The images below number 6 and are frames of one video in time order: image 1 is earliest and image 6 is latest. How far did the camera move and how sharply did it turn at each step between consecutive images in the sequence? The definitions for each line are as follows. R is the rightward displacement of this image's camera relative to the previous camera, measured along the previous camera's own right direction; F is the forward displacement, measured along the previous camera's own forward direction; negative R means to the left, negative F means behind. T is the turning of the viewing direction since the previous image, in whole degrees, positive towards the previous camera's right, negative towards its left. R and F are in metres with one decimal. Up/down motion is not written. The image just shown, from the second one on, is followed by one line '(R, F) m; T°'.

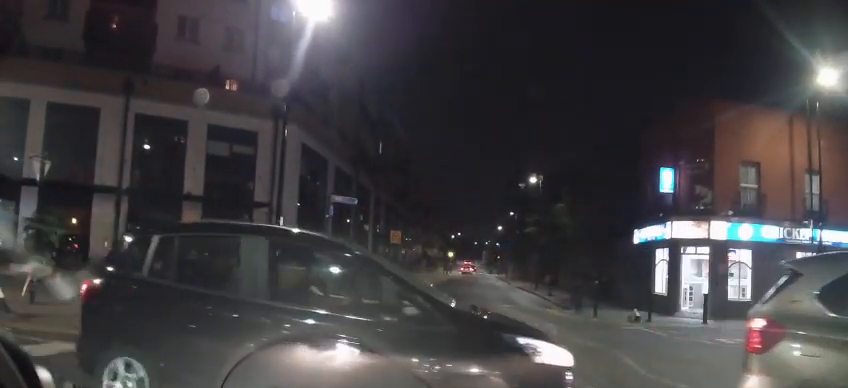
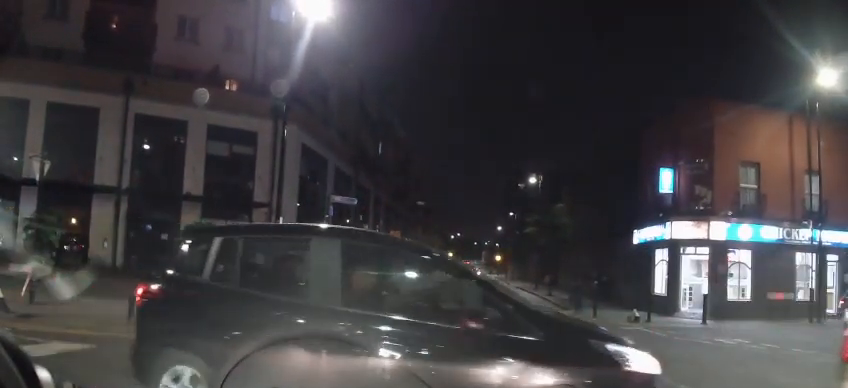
(0.0, 0.0) m; 0°
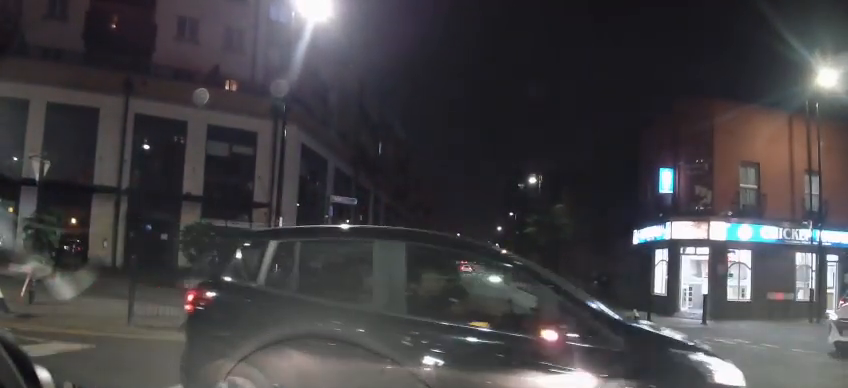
(0.0, 0.0) m; 0°
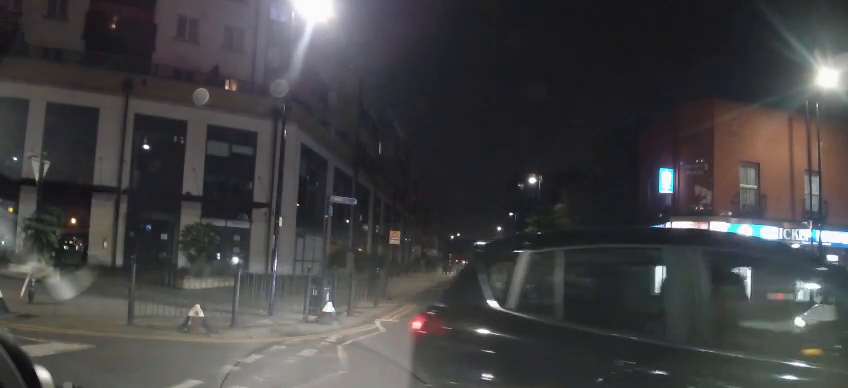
(0.0, 0.0) m; 0°
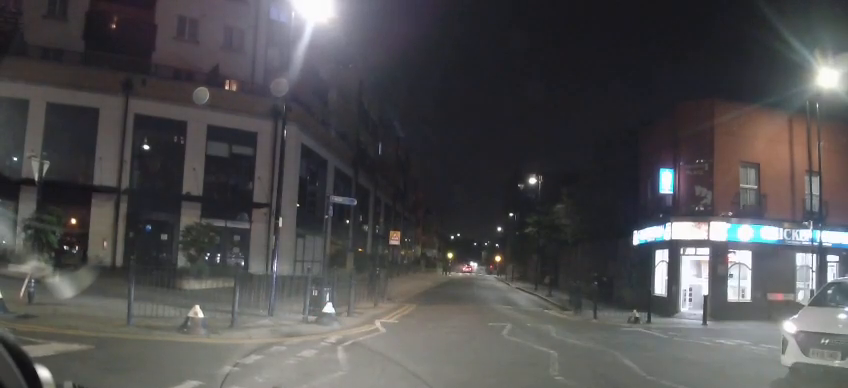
(0.0, 0.0) m; 0°
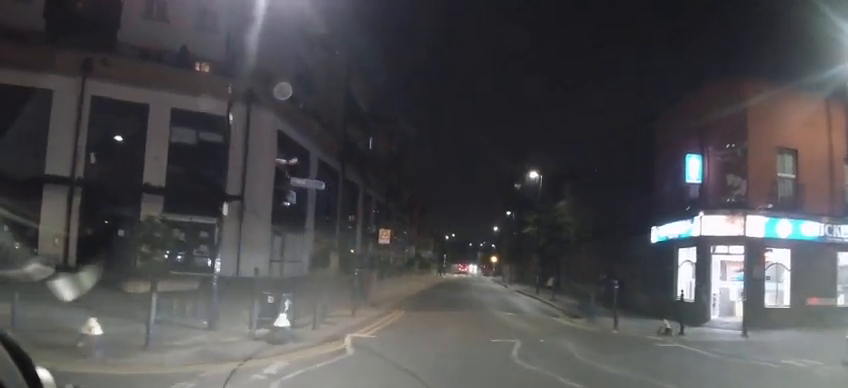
(-0.5, +2.0) m; -3°
